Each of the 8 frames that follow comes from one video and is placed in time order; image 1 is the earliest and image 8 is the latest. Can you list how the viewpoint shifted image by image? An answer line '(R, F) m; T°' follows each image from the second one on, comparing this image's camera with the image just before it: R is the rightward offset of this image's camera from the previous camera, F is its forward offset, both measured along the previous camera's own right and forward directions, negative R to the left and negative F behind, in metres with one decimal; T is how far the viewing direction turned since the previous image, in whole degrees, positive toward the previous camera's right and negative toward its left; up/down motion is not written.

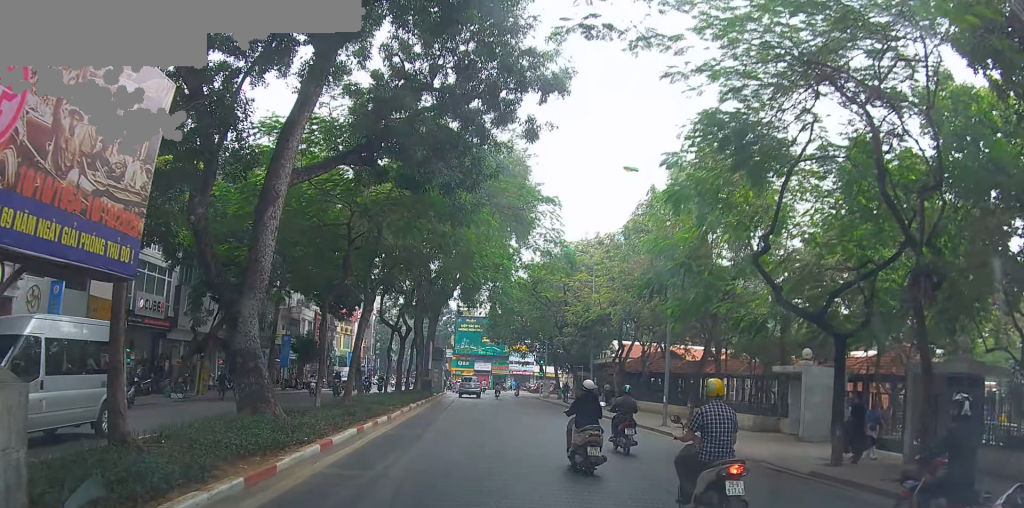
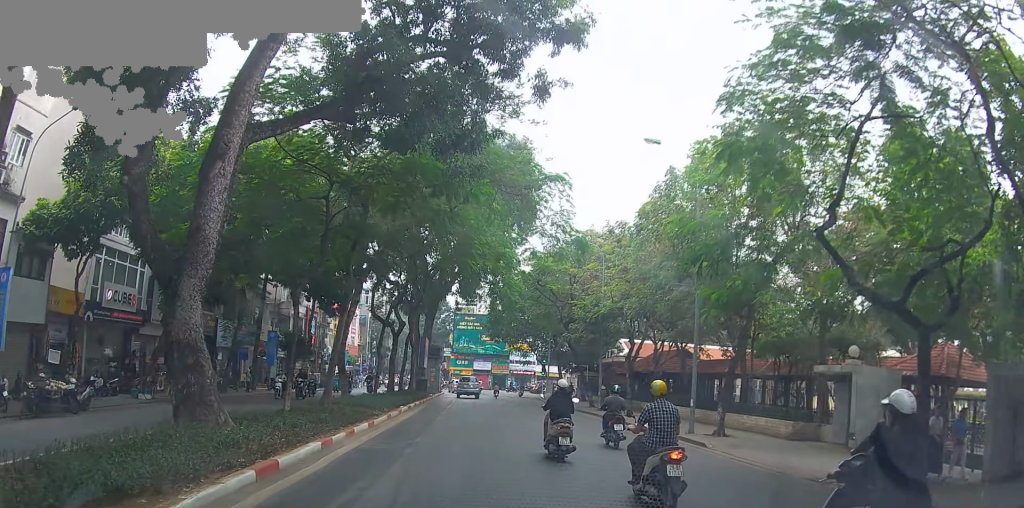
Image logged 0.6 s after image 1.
(+0.1, +3.5) m; +2°
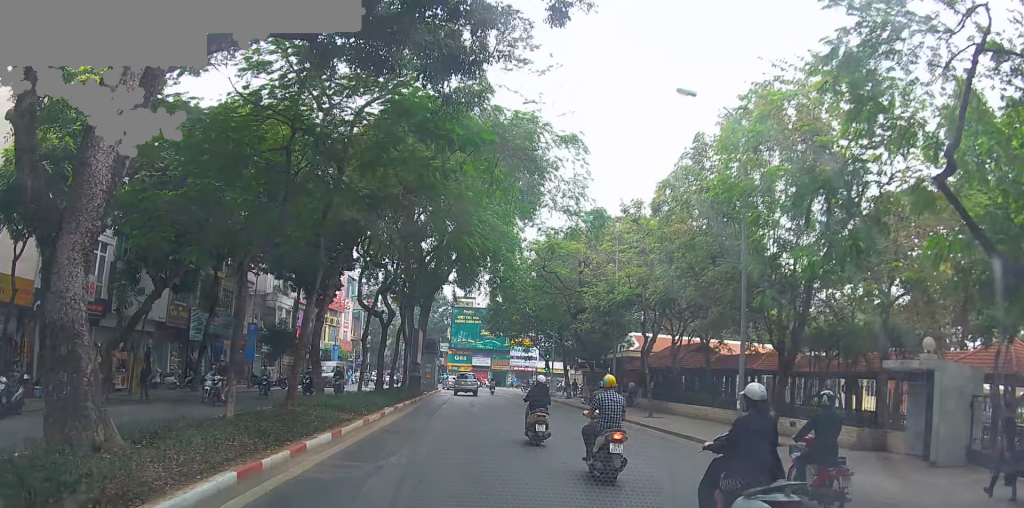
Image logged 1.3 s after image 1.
(+0.4, +3.9) m; 0°
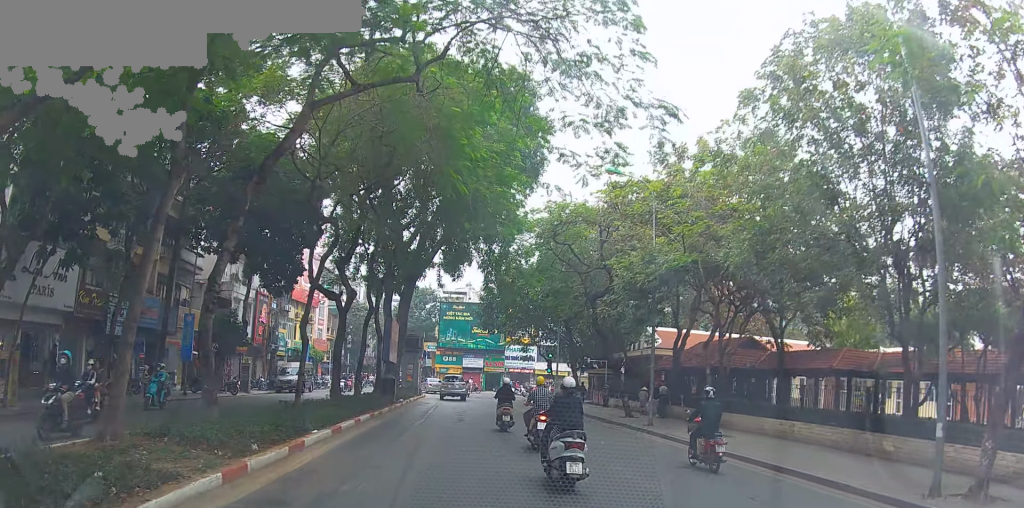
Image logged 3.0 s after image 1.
(-0.1, +9.2) m; 0°
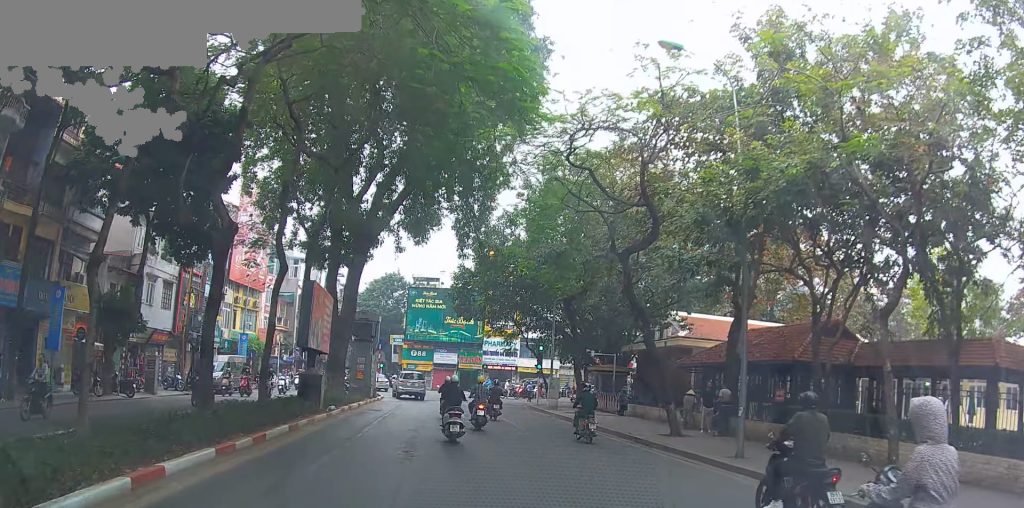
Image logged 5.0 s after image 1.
(0.0, +11.6) m; 0°
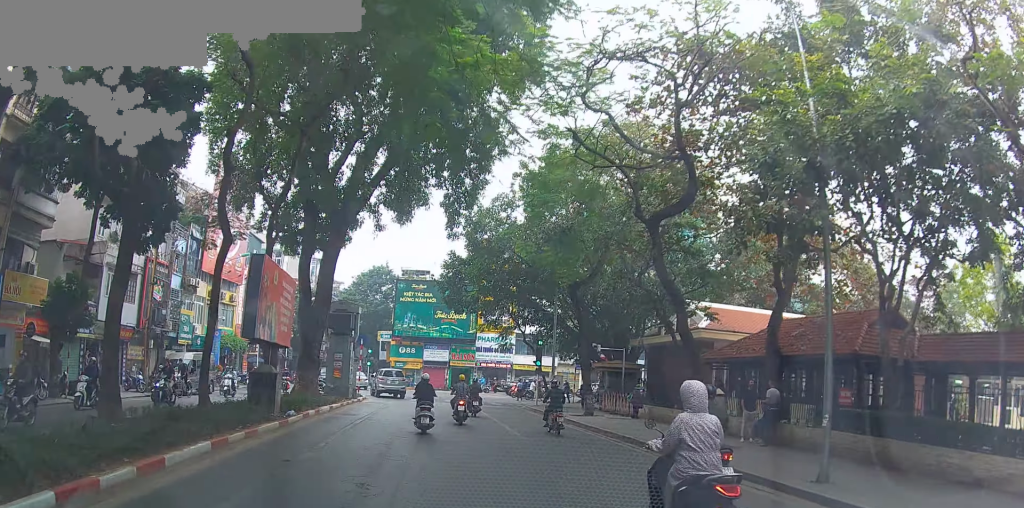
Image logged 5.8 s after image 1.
(-0.1, +4.0) m; 0°
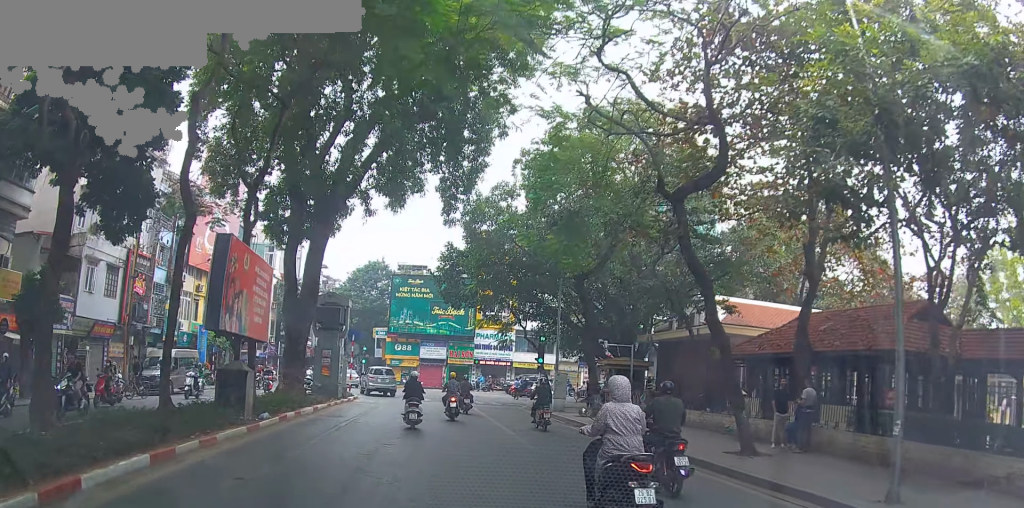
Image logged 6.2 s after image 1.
(-0.2, +2.1) m; 0°
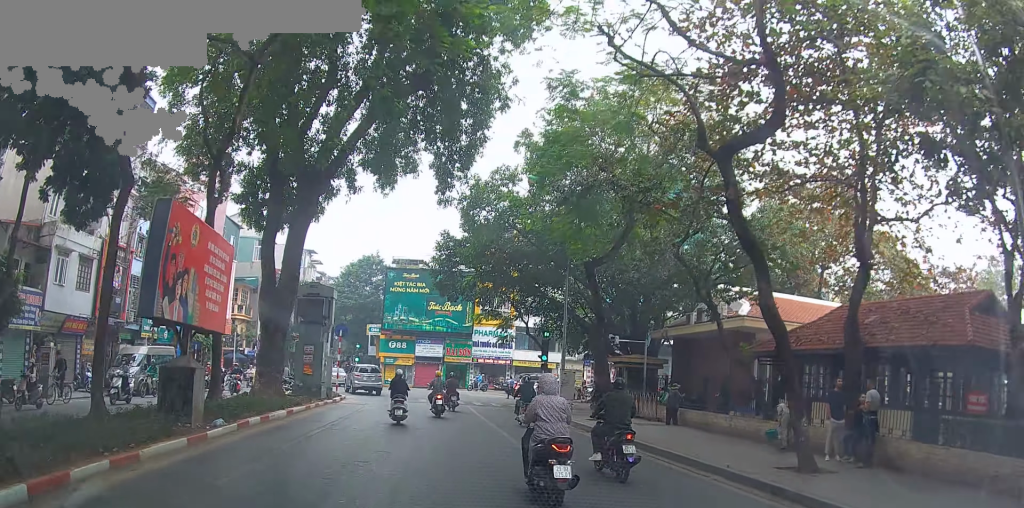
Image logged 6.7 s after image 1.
(+0.2, +2.7) m; +3°
